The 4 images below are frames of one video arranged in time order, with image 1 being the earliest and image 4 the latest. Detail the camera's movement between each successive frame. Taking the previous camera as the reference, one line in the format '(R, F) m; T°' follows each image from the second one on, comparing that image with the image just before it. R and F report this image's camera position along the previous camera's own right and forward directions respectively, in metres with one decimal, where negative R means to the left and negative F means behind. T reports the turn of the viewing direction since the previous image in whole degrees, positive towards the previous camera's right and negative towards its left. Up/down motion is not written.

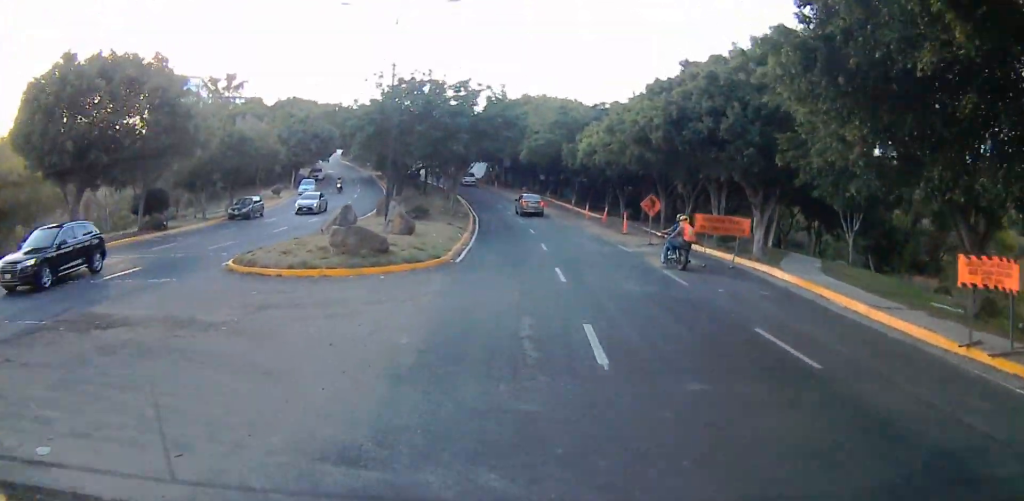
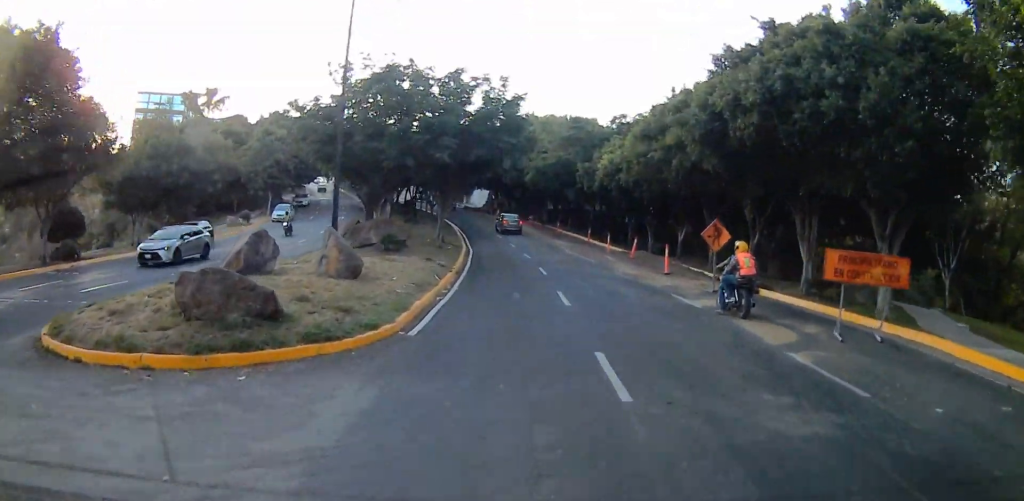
(0.0, +6.8) m; +6°
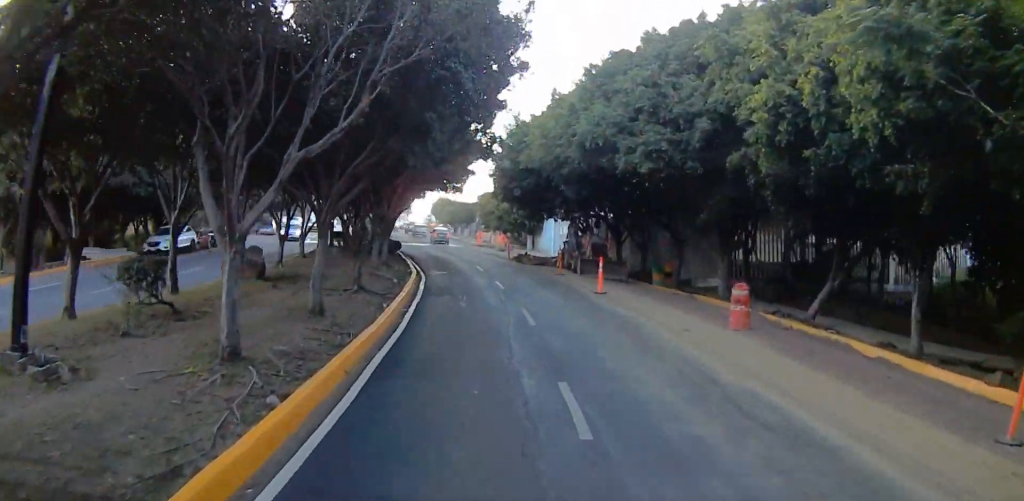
(-6.0, +40.2) m; -18°
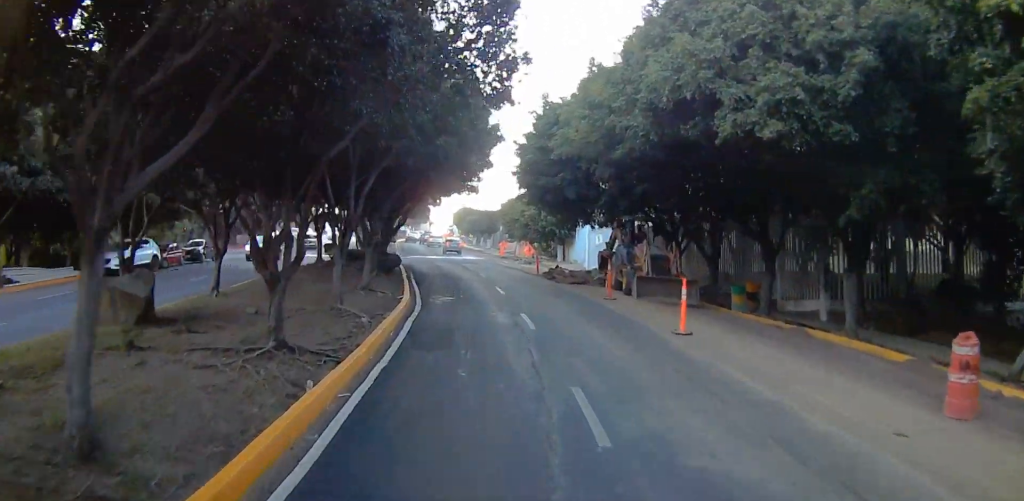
(-0.3, +9.2) m; -2°
